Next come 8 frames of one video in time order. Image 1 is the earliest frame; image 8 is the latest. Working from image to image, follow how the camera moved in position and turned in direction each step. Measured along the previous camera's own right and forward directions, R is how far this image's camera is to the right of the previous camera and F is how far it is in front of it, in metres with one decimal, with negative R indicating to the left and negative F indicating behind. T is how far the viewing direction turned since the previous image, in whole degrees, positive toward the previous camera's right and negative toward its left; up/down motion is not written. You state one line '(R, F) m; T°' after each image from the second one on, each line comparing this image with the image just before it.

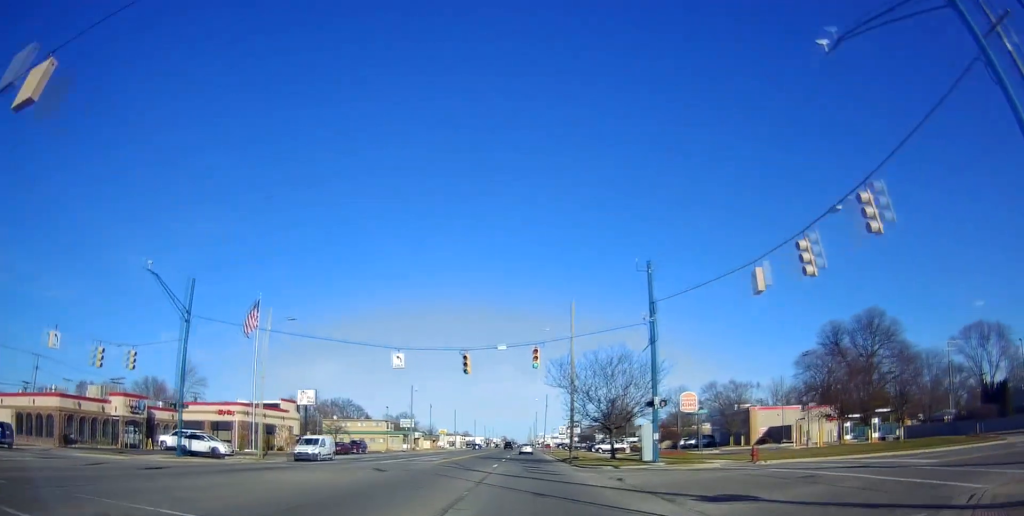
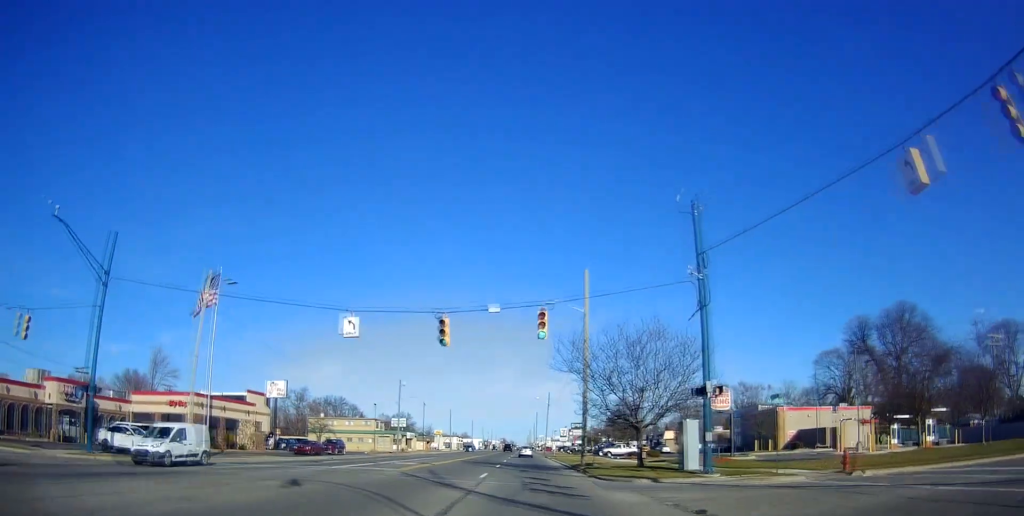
(+0.2, +9.4) m; 0°
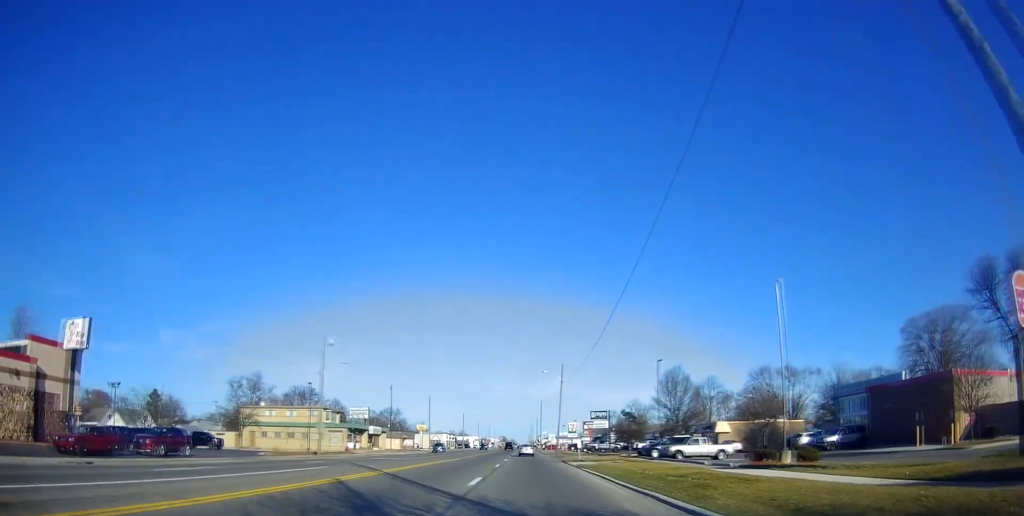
(-0.2, +33.9) m; 0°
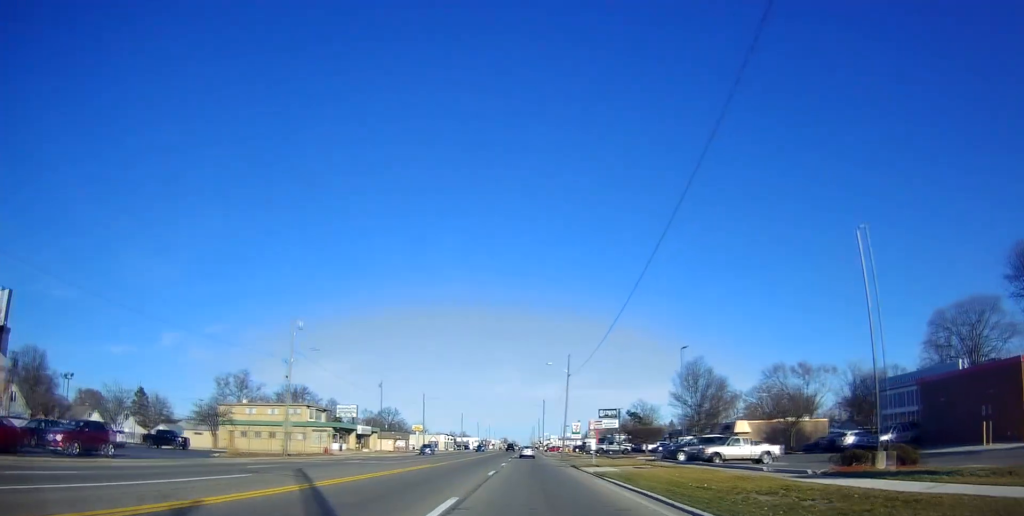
(+0.2, +8.2) m; -1°
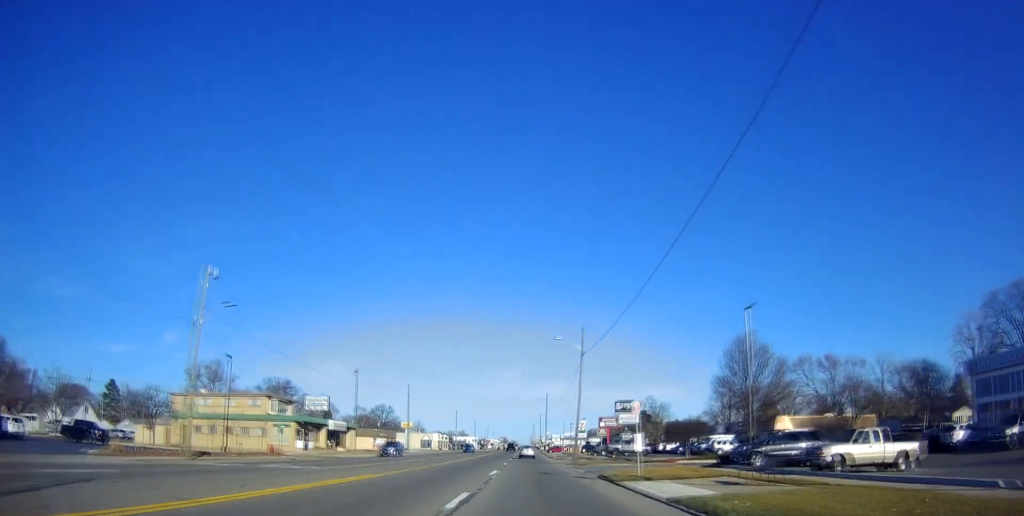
(+0.1, +14.2) m; -1°
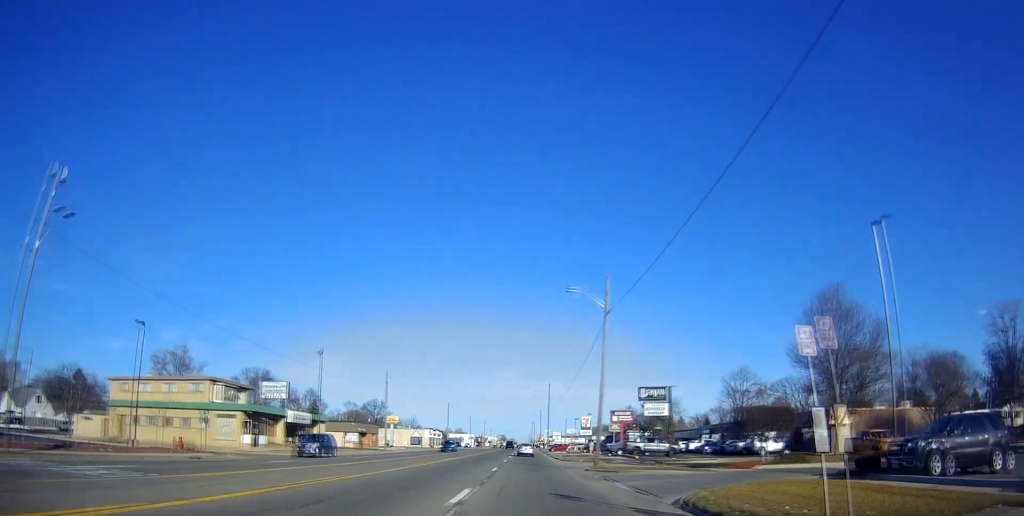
(-0.8, +14.2) m; 0°
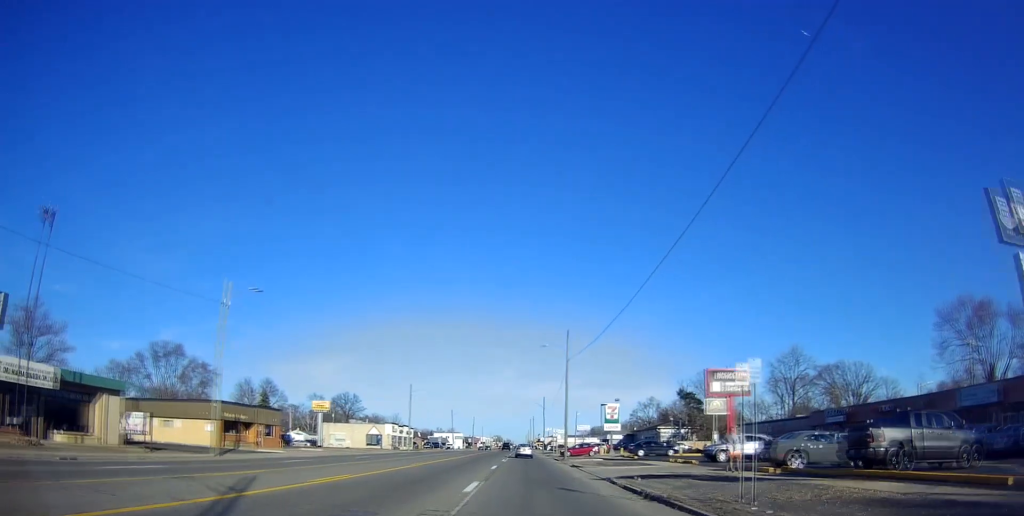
(+1.1, +43.6) m; +2°
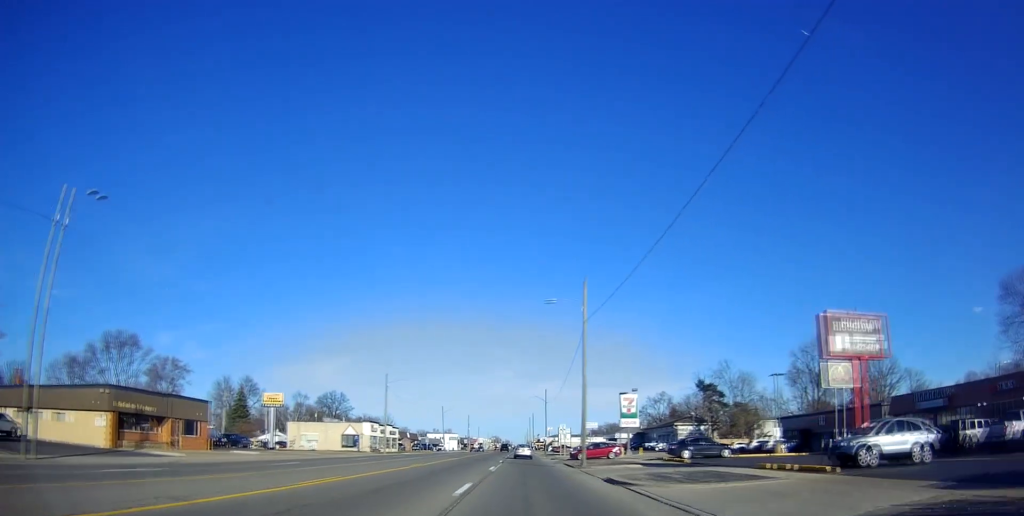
(+0.4, +15.9) m; 0°
